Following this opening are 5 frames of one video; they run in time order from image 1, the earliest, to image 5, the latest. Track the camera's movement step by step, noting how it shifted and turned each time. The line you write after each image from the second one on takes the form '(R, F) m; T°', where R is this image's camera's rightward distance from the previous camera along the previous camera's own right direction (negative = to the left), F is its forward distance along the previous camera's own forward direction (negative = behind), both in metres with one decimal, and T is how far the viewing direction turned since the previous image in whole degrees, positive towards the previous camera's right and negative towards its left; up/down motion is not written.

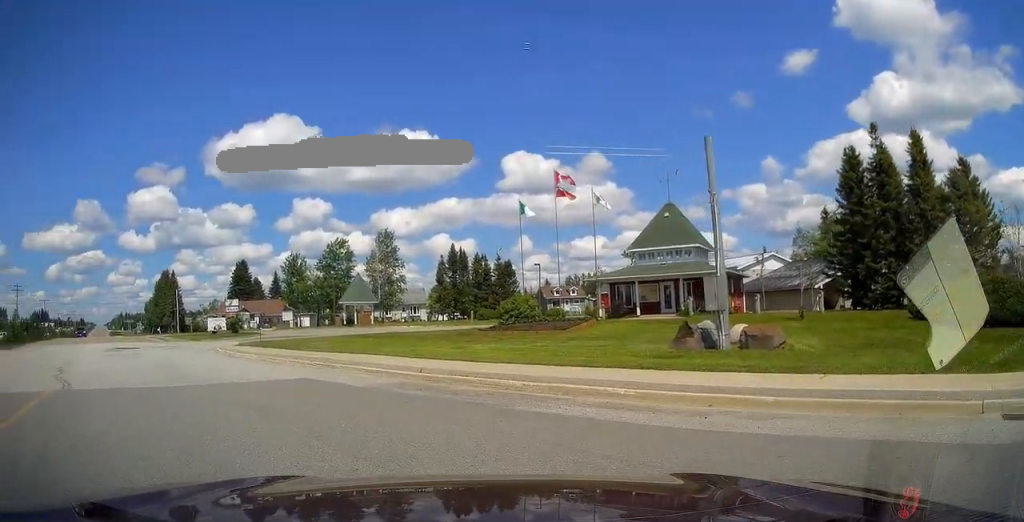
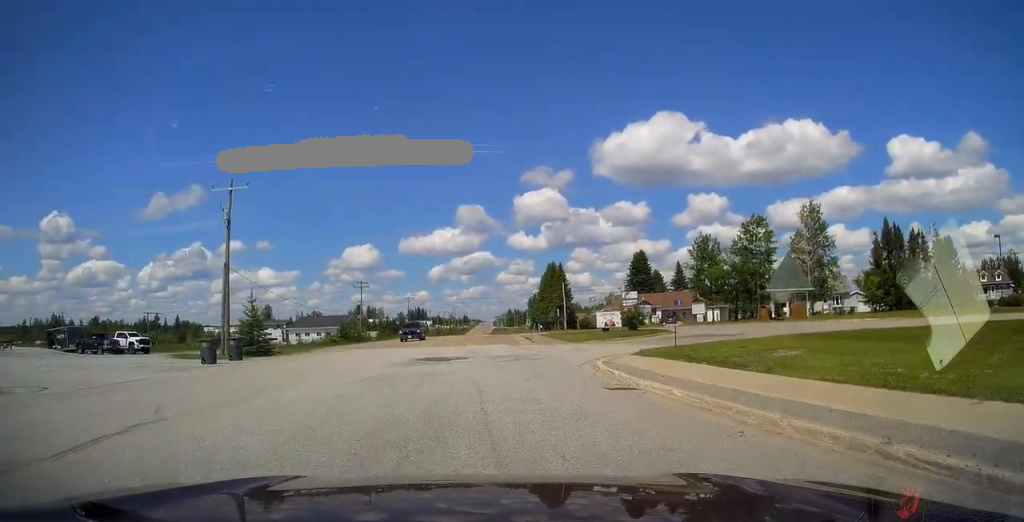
(-4.9, +11.1) m; -41°
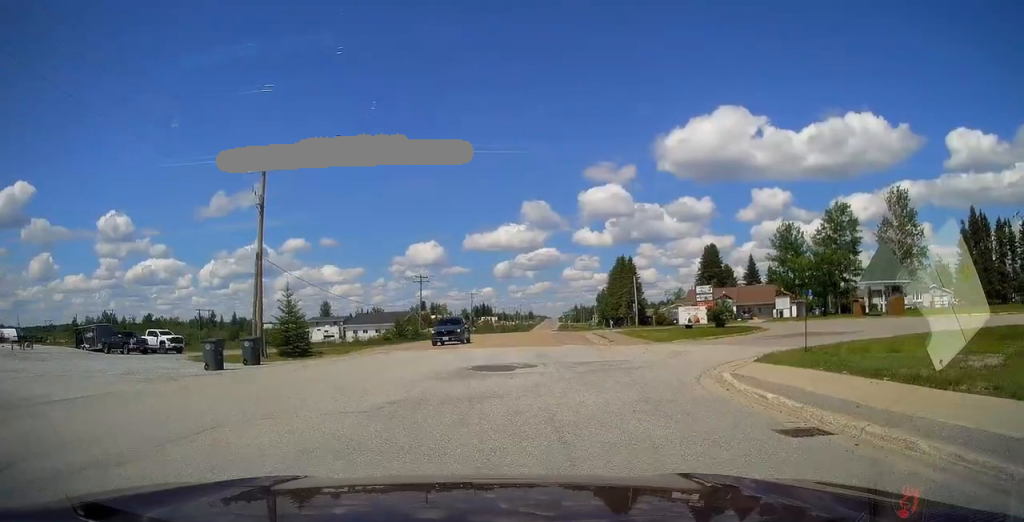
(0.0, +5.1) m; -1°
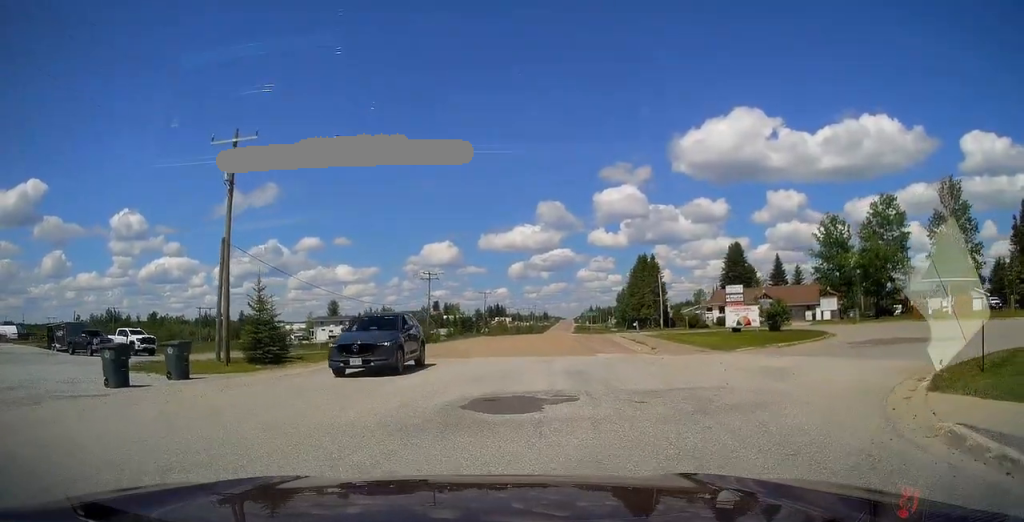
(-0.2, +6.7) m; -6°
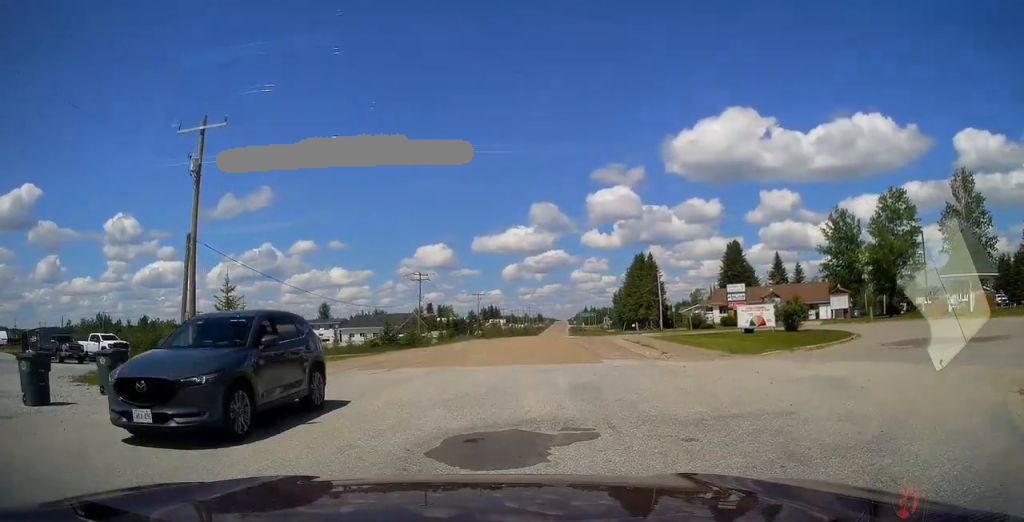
(-0.2, +3.2) m; -3°
